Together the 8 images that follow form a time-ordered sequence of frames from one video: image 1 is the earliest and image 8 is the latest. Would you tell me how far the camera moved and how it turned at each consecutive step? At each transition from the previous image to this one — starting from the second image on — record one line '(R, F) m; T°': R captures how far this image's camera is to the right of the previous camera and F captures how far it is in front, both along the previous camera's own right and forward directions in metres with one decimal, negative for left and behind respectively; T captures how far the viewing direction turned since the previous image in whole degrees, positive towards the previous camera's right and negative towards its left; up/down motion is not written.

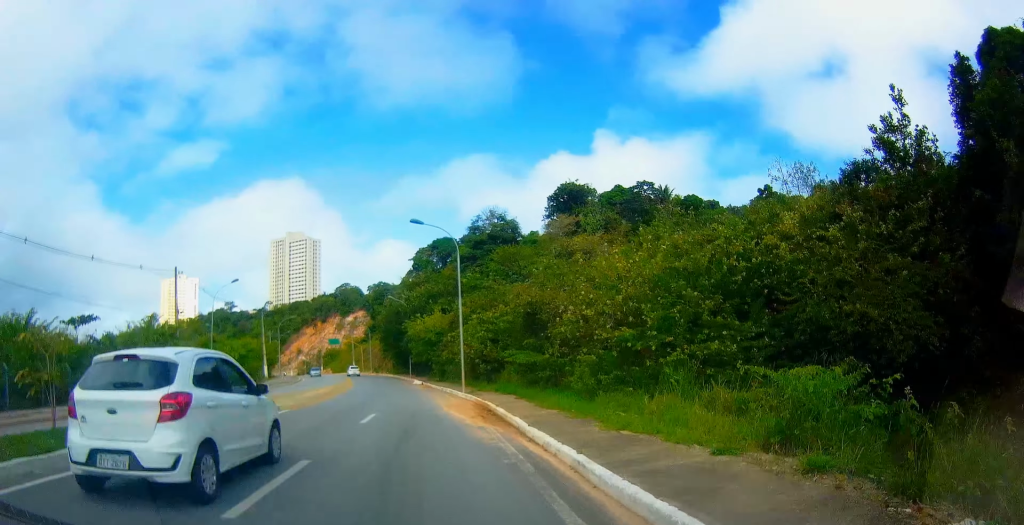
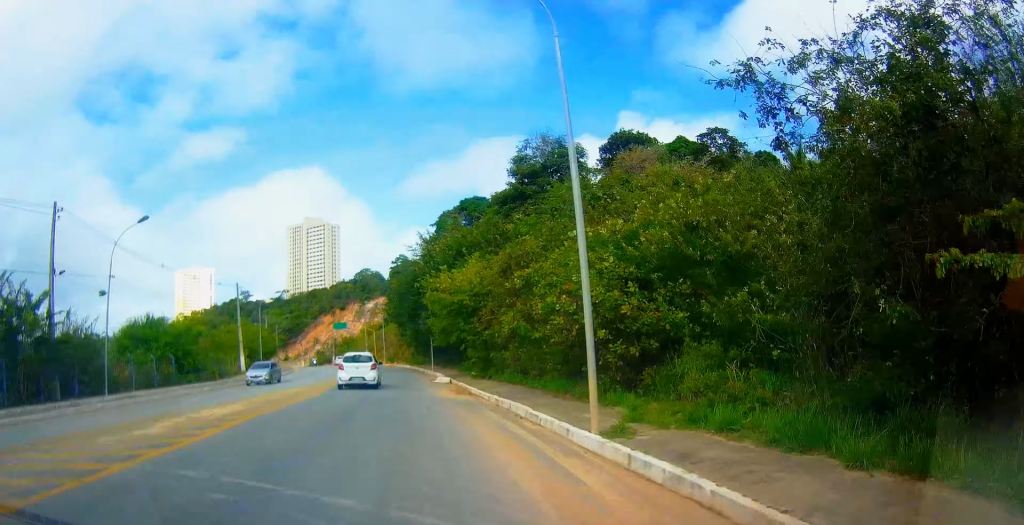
(-0.2, +21.2) m; -3°
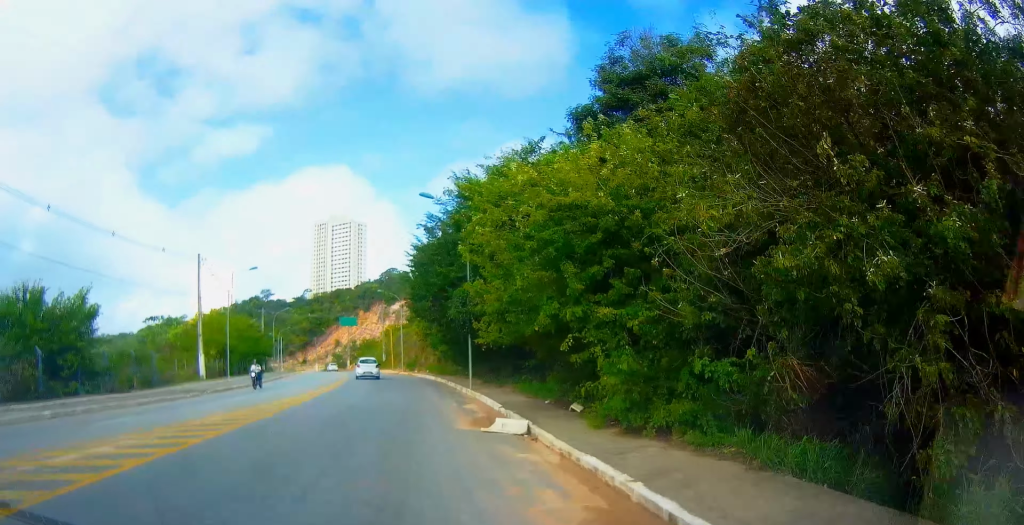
(-0.9, +18.6) m; -5°
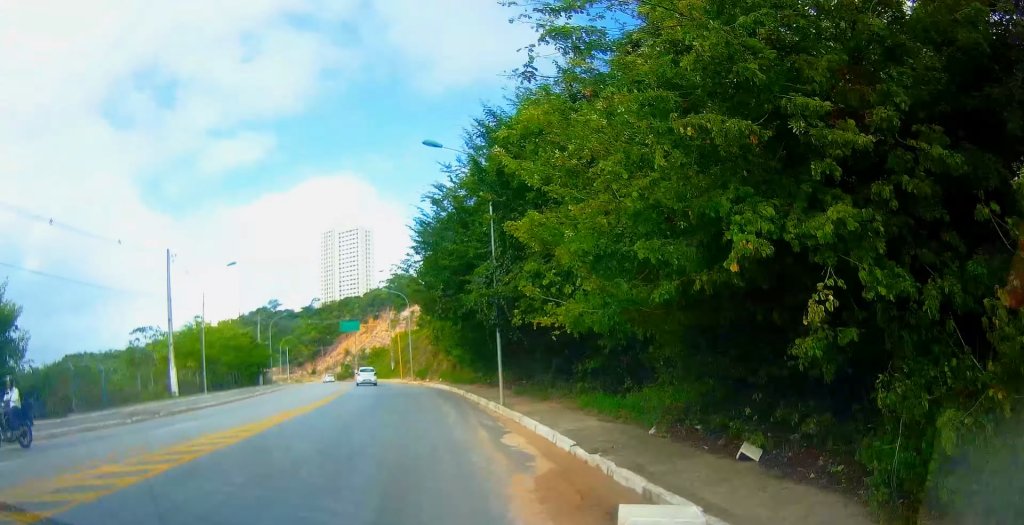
(-0.3, +7.5) m; 0°
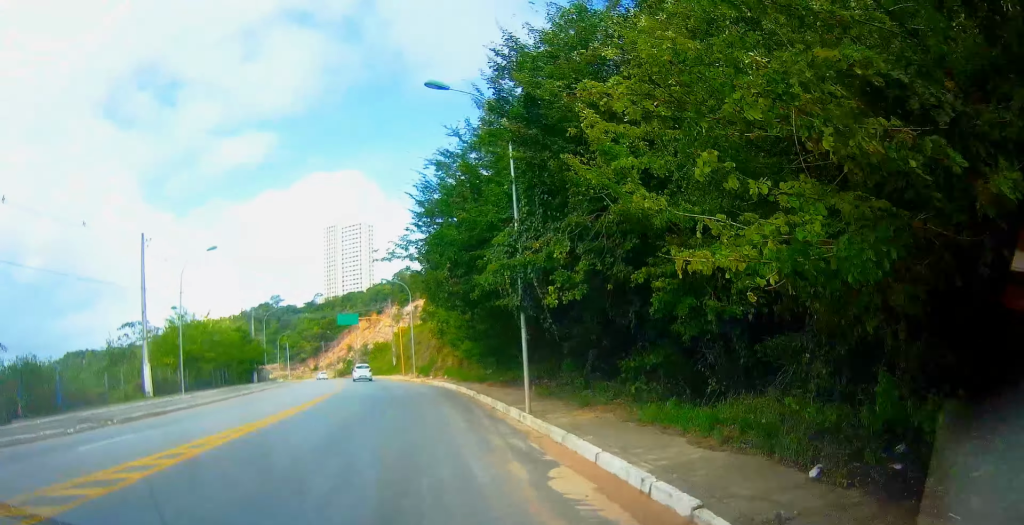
(-0.1, +4.4) m; 0°
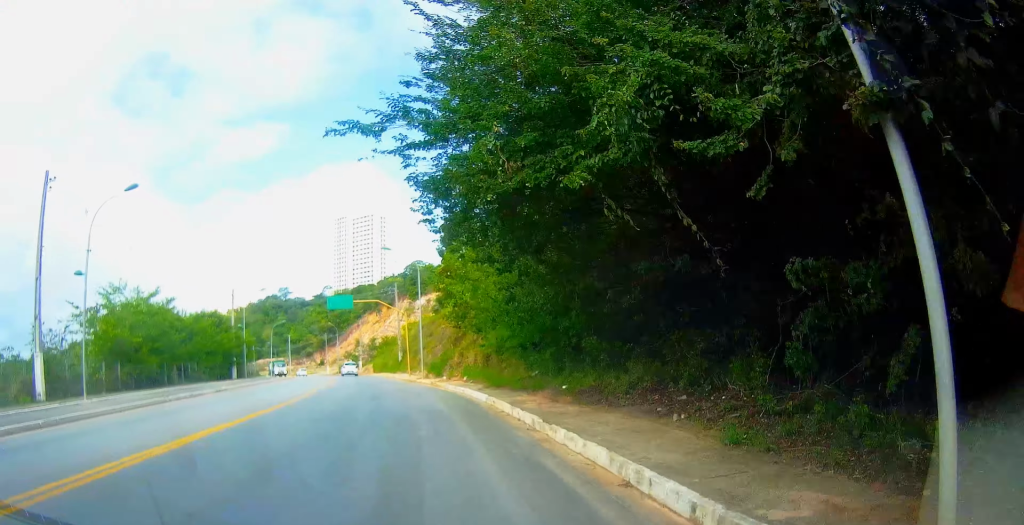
(+0.3, +11.9) m; -1°
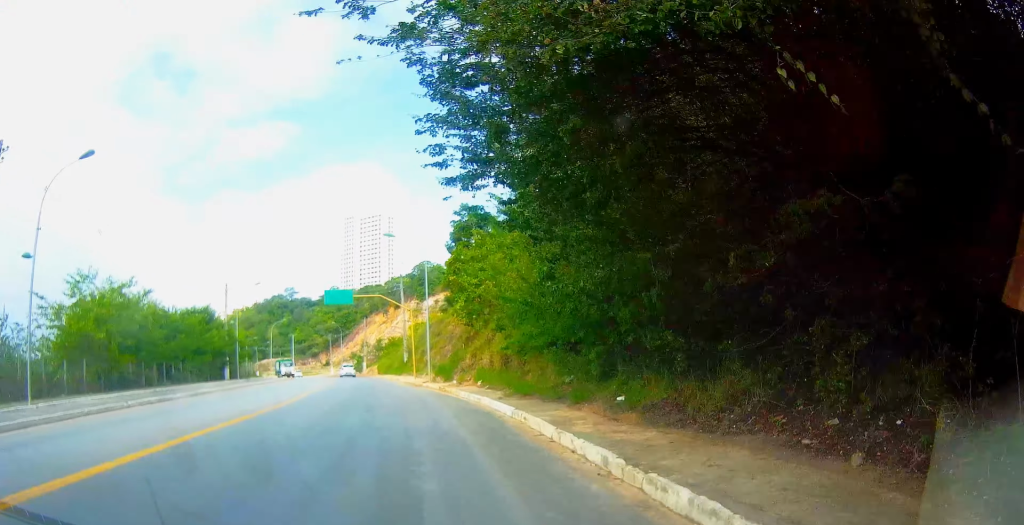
(-0.1, +4.5) m; -1°
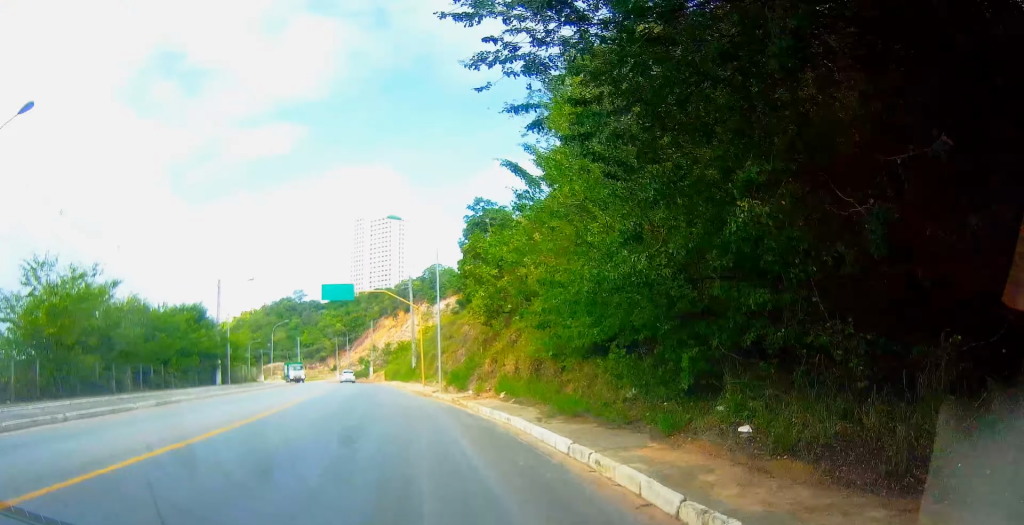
(-0.1, +4.9) m; -1°
